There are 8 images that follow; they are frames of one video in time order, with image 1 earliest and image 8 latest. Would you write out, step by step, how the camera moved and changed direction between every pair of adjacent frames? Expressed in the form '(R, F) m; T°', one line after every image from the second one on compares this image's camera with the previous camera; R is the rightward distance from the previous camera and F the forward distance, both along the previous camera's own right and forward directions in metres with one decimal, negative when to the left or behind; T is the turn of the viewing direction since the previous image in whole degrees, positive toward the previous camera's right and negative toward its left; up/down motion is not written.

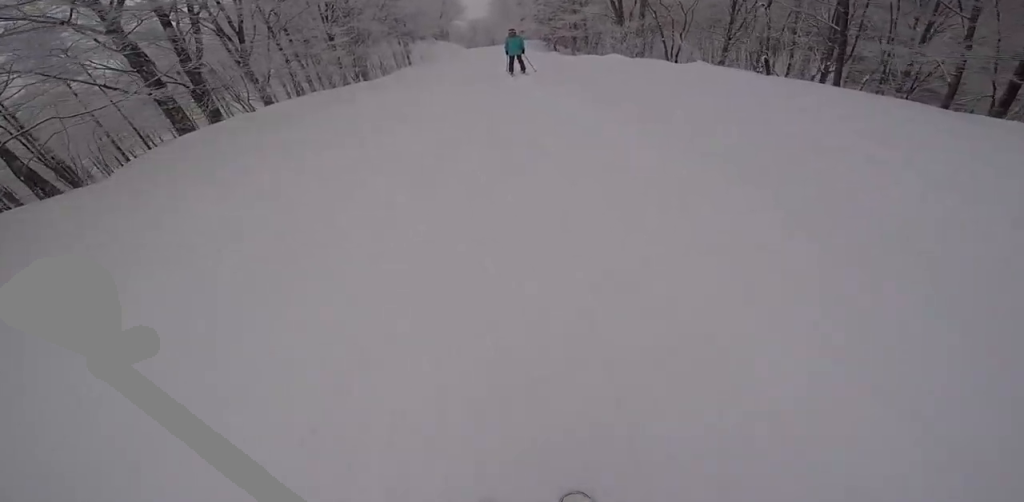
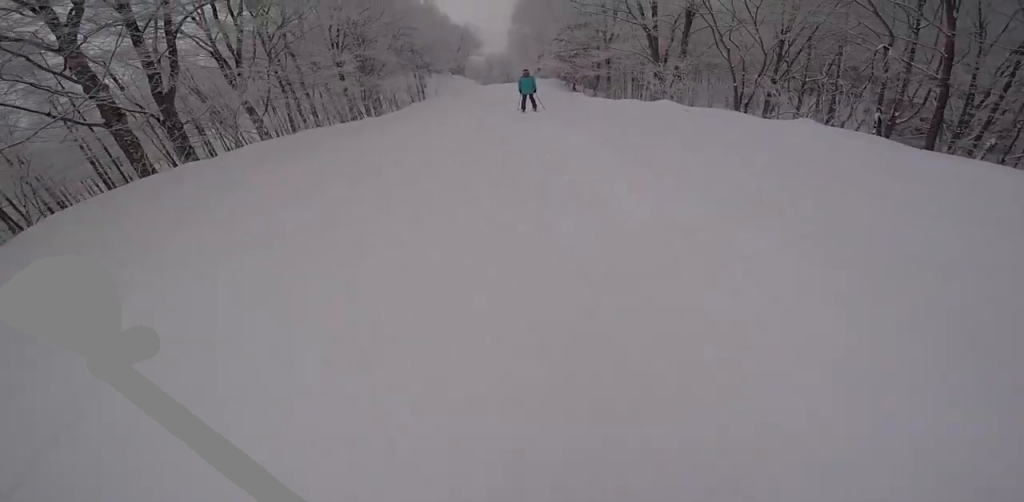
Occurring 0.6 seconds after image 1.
(0.0, +3.4) m; -2°
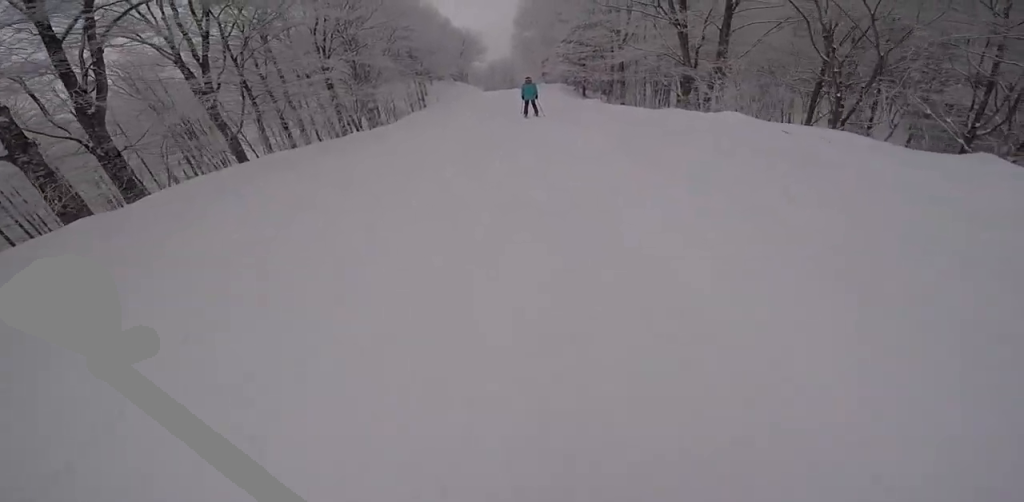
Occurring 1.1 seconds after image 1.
(-0.1, +3.1) m; 0°
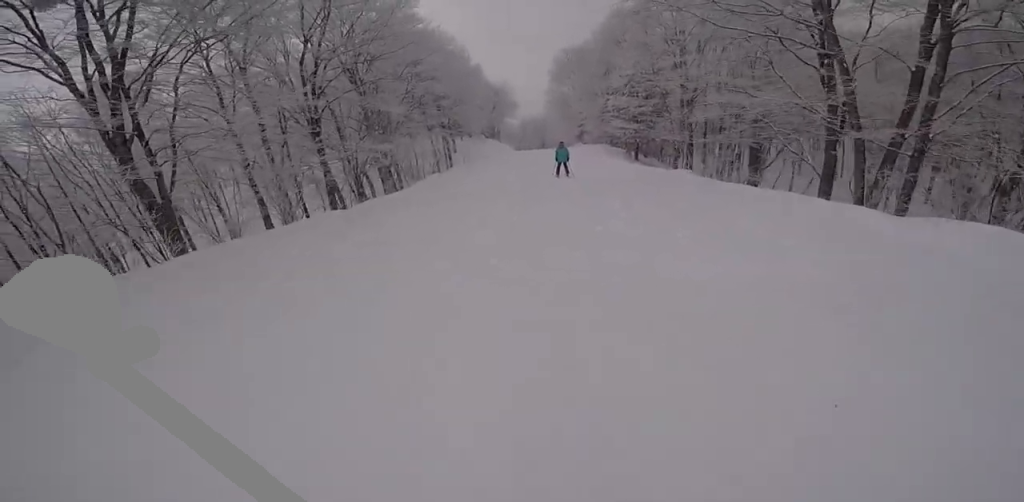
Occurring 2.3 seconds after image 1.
(+0.1, +7.7) m; +3°
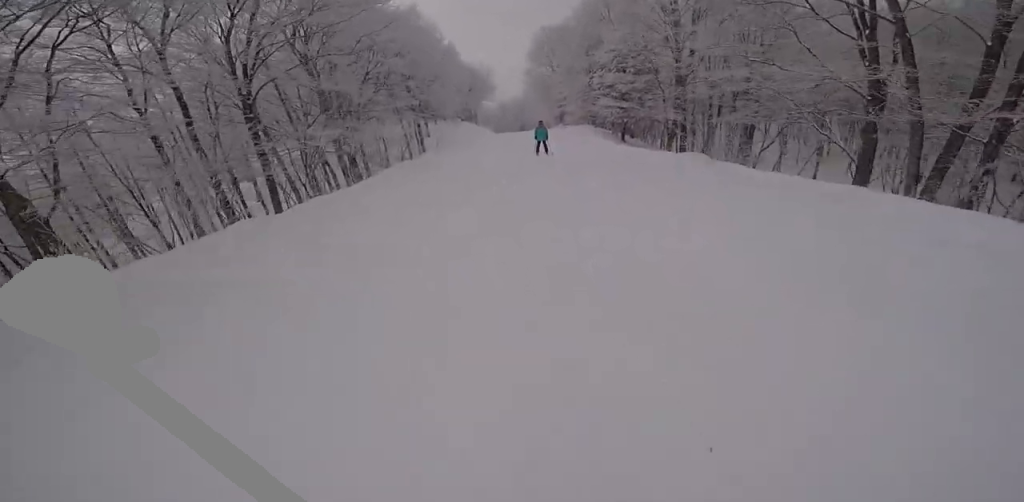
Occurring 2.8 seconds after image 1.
(+0.3, +2.8) m; 0°
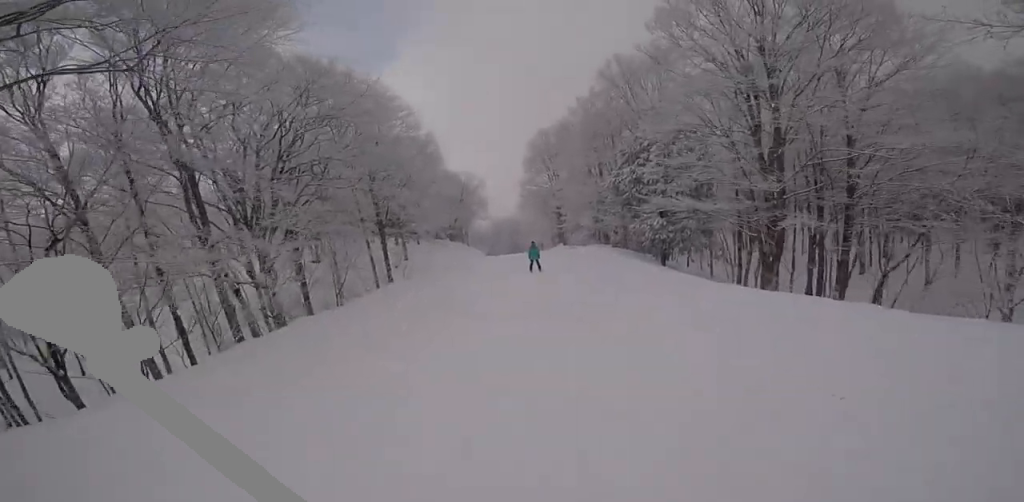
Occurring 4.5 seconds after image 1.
(+0.7, +10.5) m; +8°
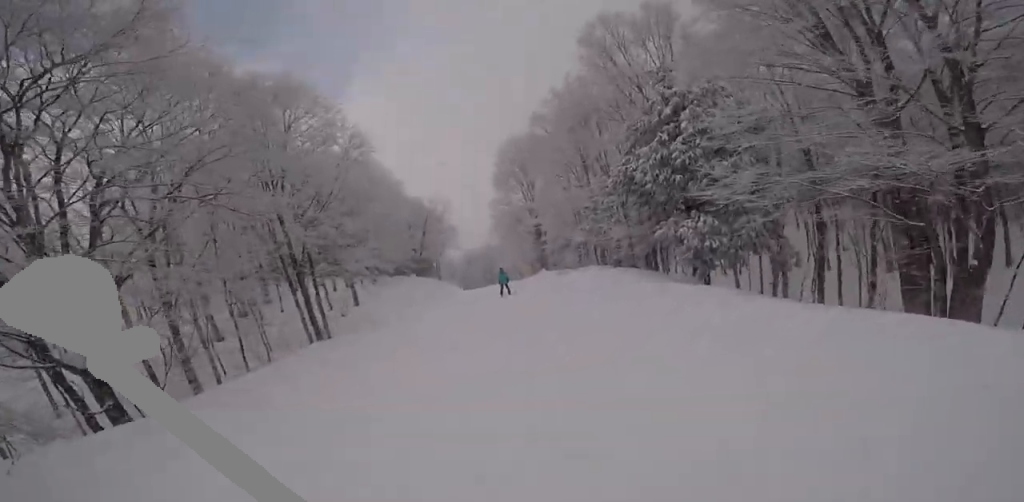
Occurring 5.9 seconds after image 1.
(-0.7, +8.5) m; -8°
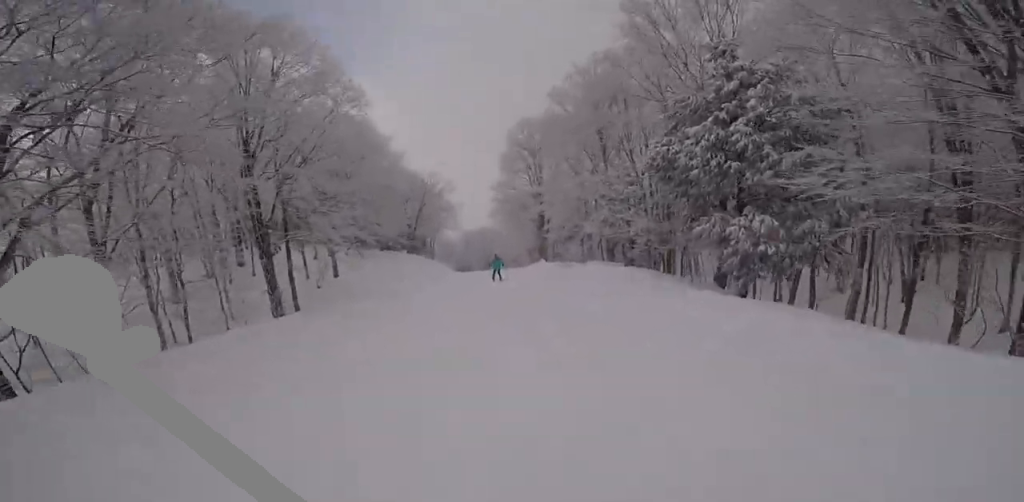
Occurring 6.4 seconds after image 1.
(0.0, +3.0) m; 0°
